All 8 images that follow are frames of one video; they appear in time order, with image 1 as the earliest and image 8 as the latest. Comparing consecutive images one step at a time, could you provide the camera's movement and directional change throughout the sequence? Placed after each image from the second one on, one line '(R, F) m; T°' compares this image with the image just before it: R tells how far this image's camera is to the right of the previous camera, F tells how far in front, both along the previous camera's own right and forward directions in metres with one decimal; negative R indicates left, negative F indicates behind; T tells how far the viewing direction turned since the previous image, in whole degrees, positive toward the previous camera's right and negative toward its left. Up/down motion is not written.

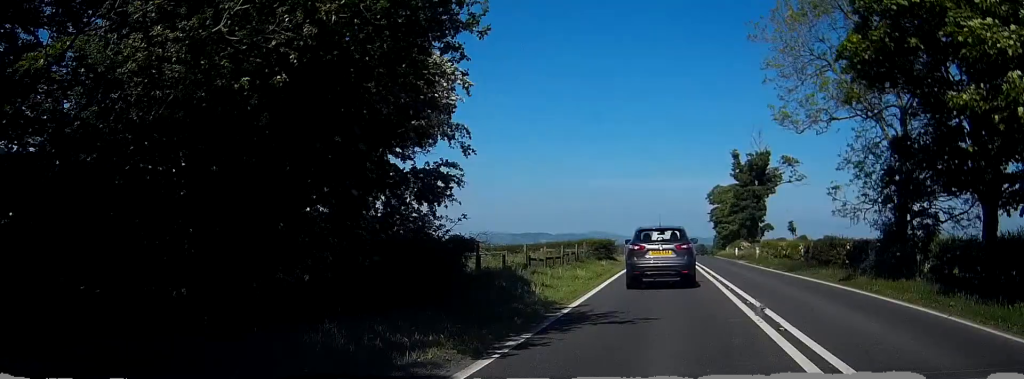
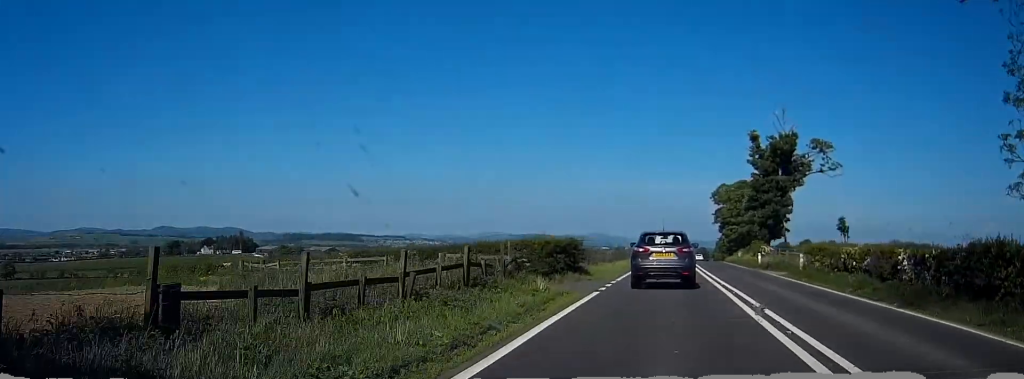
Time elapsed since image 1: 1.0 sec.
(-0.1, +16.5) m; 0°
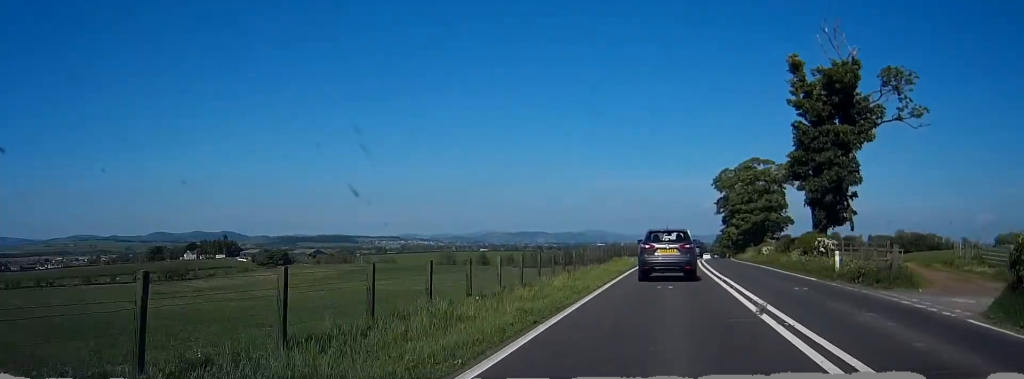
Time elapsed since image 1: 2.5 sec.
(+0.2, +24.7) m; +1°
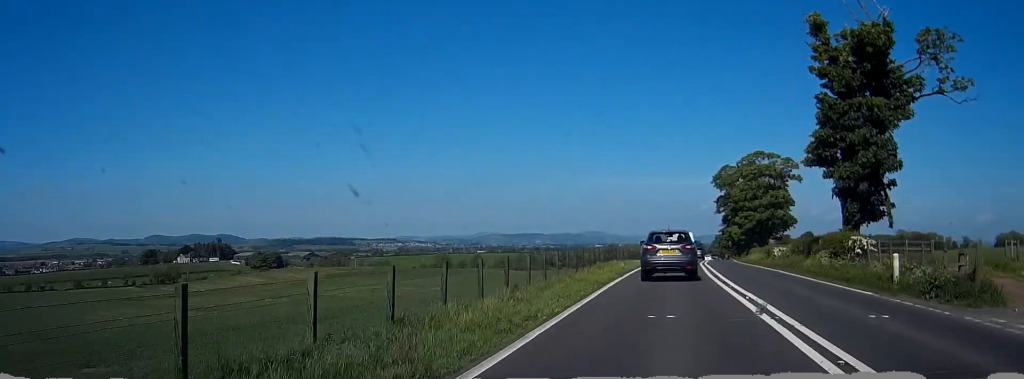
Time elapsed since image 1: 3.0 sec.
(0.0, +7.7) m; 0°
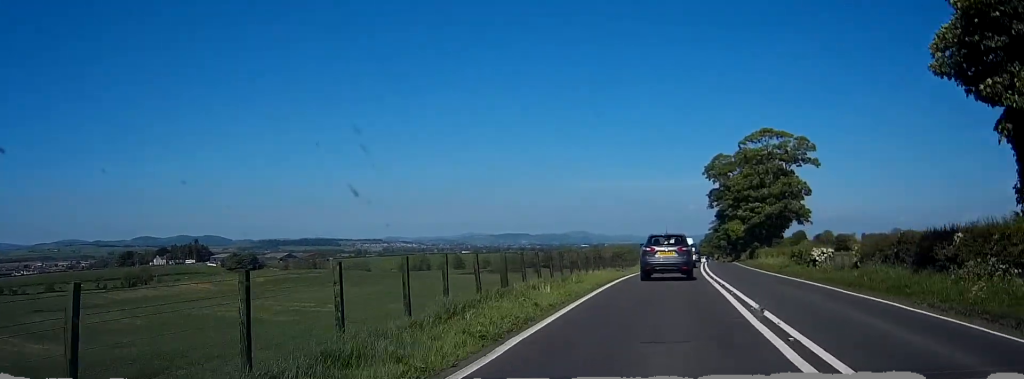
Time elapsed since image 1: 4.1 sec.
(+0.1, +19.2) m; +1°
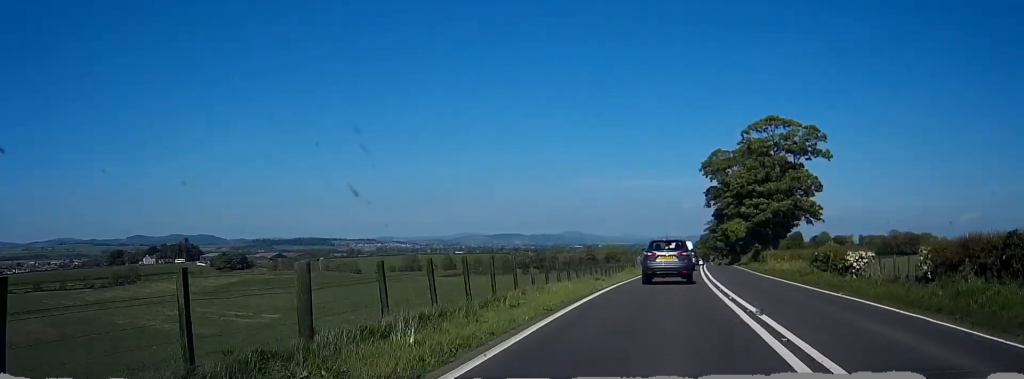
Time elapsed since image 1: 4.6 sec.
(0.0, +8.2) m; 0°
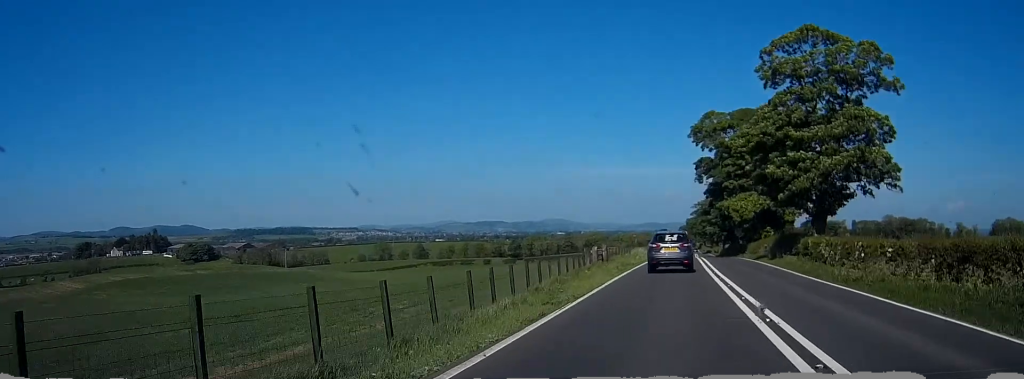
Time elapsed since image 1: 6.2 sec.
(+0.4, +27.0) m; +2°
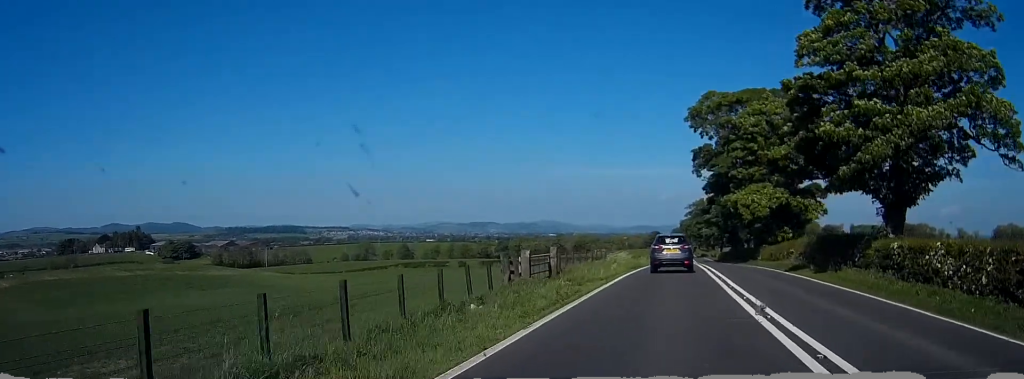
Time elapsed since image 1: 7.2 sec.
(+0.2, +16.1) m; +1°
